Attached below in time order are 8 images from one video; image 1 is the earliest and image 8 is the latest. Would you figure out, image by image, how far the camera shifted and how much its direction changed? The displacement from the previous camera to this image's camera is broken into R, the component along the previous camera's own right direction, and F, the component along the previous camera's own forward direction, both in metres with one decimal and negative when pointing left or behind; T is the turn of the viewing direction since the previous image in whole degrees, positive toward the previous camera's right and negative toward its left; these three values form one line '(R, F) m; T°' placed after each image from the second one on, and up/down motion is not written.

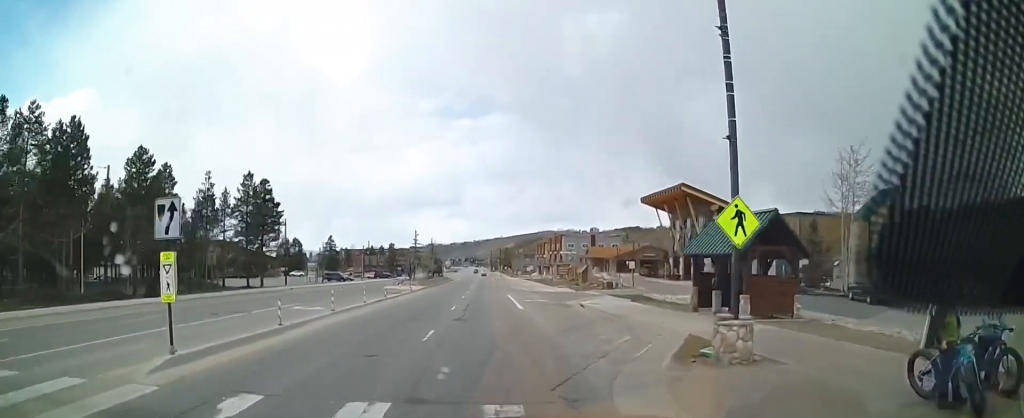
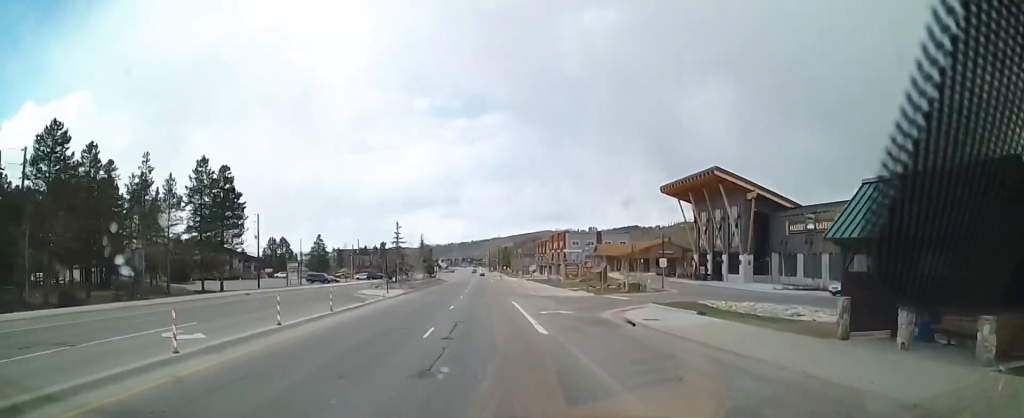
(-0.3, +12.0) m; 0°
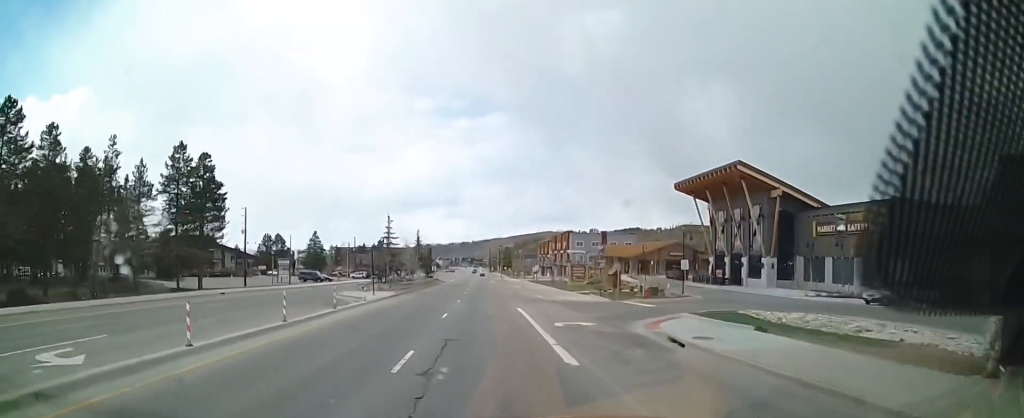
(+0.1, +5.5) m; 0°
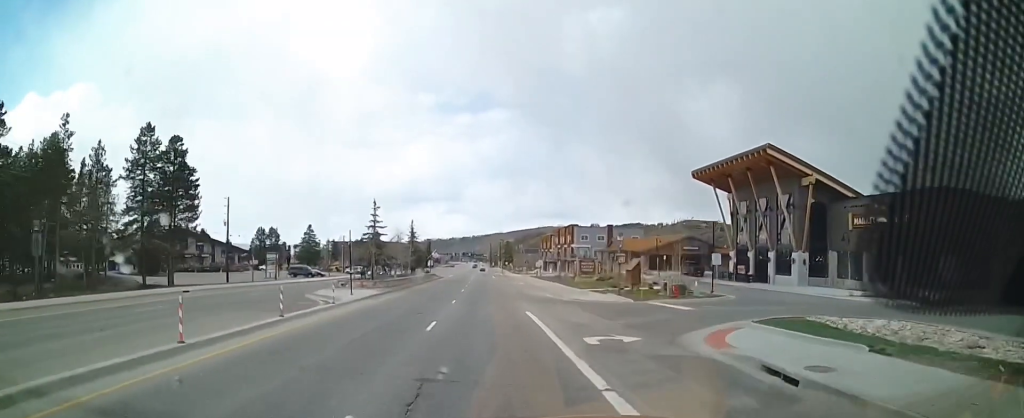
(+0.2, +6.4) m; 0°
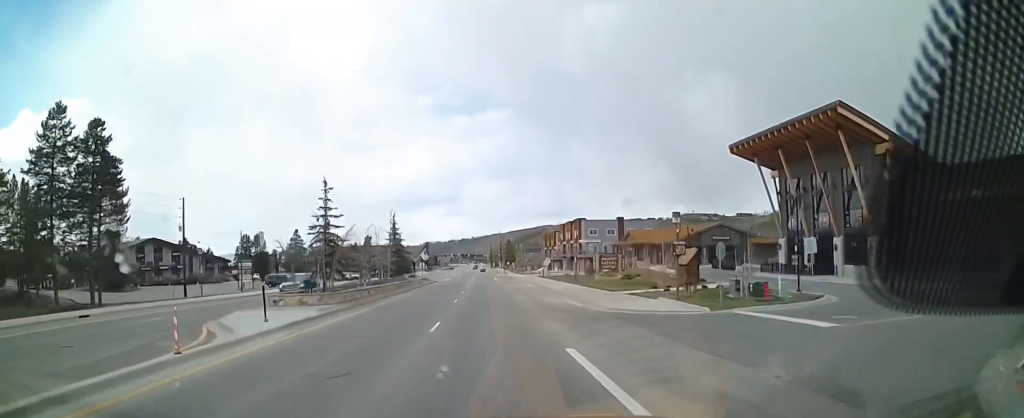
(-0.2, +12.4) m; 0°
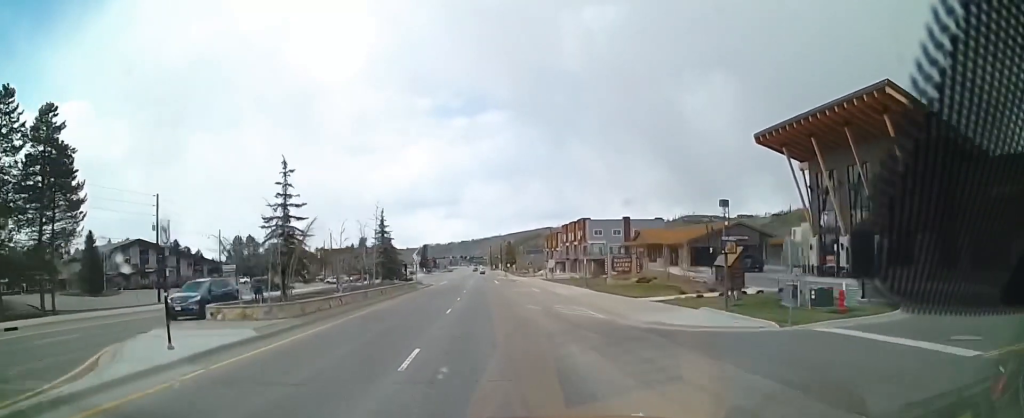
(0.0, +5.9) m; 0°
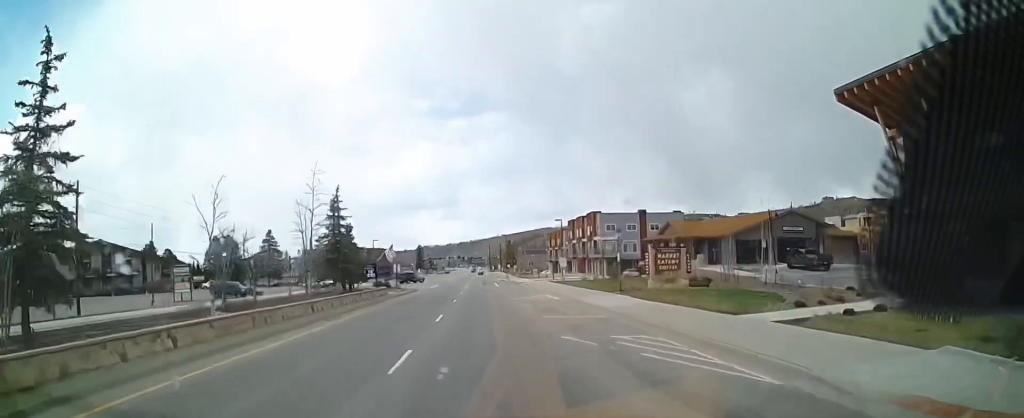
(+0.2, +14.1) m; -1°
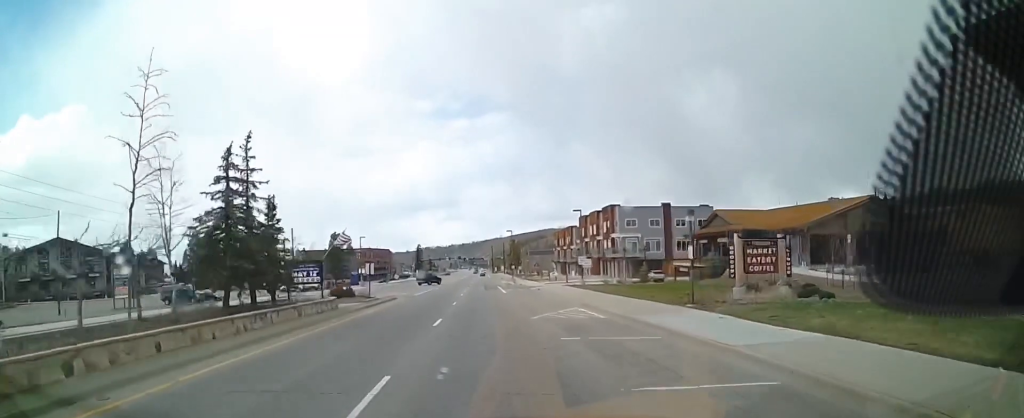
(-0.3, +13.9) m; 0°
